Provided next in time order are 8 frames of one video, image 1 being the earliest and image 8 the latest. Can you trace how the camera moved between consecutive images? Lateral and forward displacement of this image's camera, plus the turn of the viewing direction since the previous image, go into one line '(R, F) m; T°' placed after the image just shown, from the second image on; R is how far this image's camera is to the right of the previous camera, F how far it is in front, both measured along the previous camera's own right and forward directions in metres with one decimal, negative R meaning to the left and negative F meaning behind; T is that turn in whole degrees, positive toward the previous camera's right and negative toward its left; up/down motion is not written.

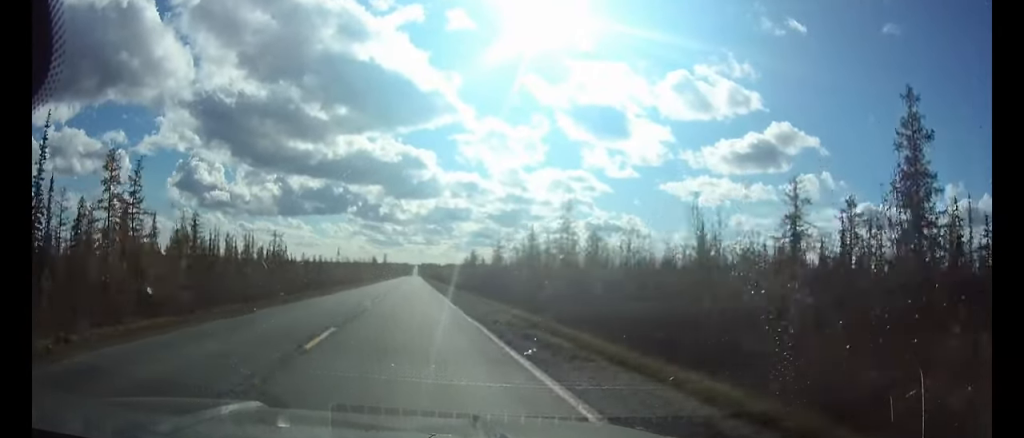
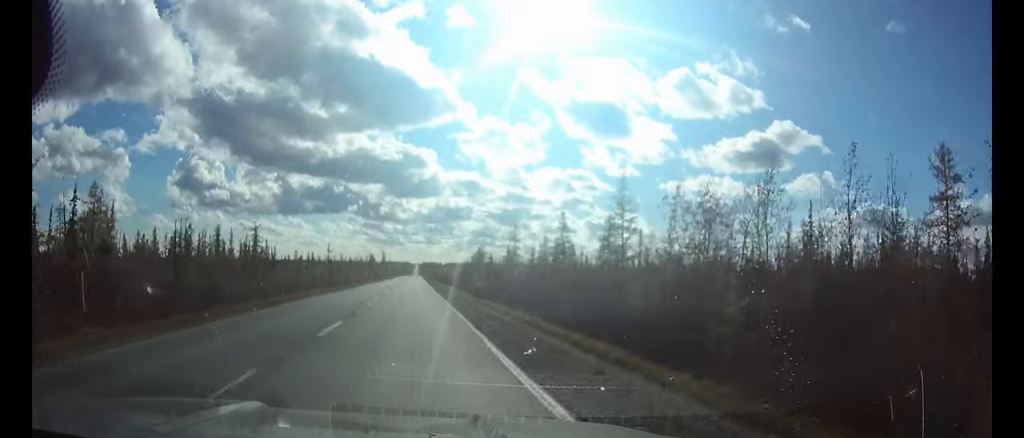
(0.0, +21.3) m; 0°
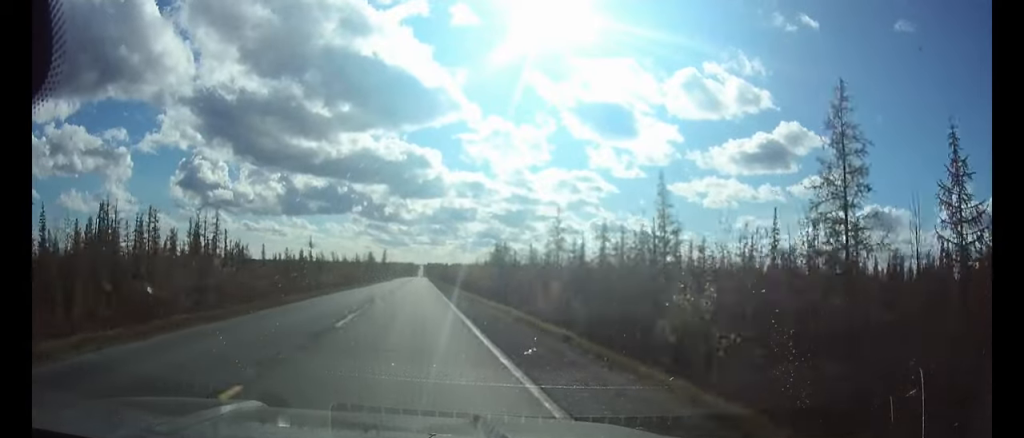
(0.0, +33.0) m; 0°
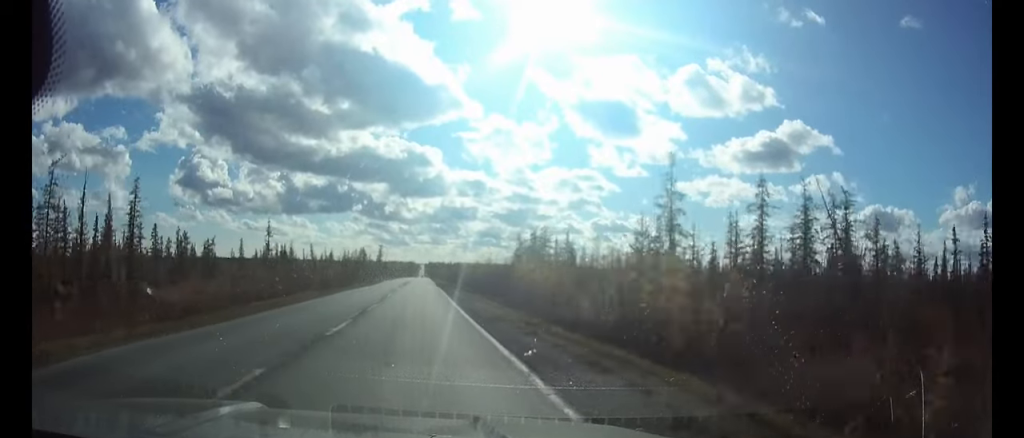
(-0.1, +37.7) m; 0°
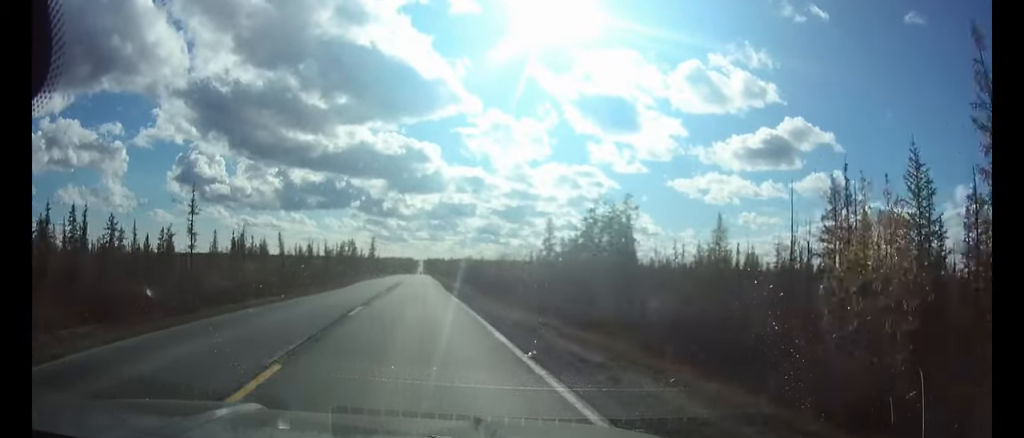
(0.0, +31.1) m; 0°
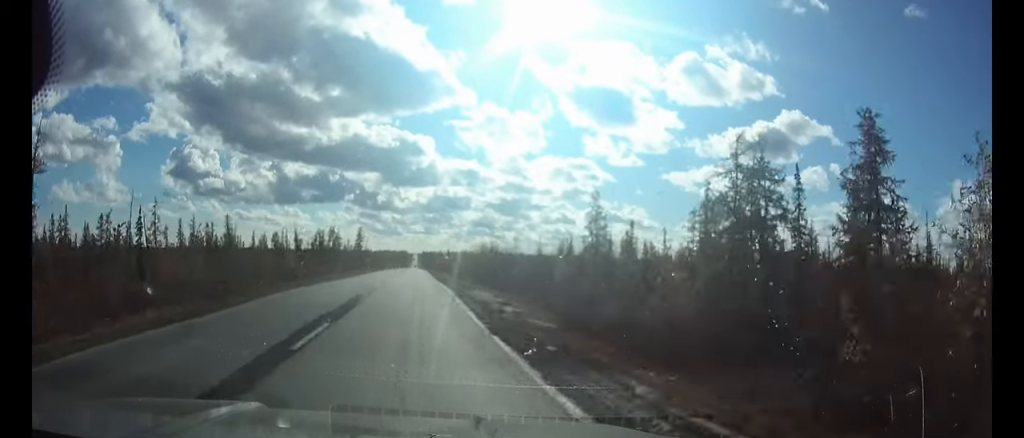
(+0.1, +30.3) m; 0°
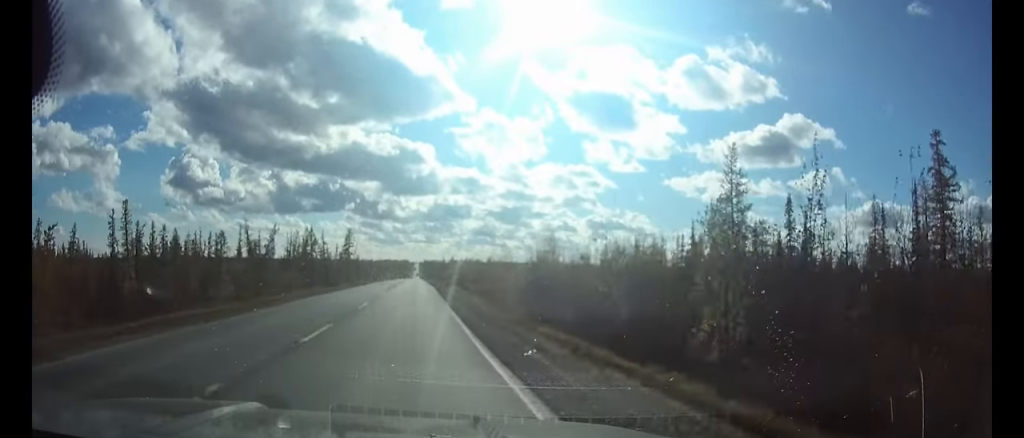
(0.0, +35.6) m; 0°
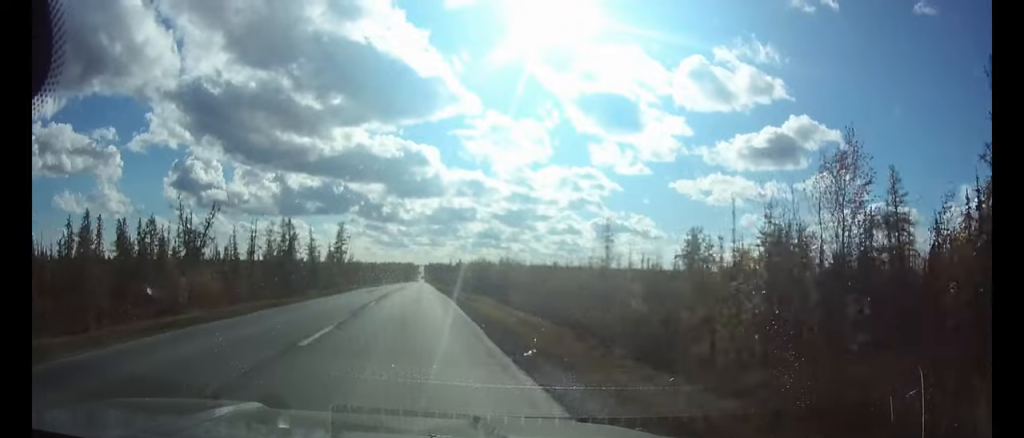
(0.0, +28.1) m; 0°
